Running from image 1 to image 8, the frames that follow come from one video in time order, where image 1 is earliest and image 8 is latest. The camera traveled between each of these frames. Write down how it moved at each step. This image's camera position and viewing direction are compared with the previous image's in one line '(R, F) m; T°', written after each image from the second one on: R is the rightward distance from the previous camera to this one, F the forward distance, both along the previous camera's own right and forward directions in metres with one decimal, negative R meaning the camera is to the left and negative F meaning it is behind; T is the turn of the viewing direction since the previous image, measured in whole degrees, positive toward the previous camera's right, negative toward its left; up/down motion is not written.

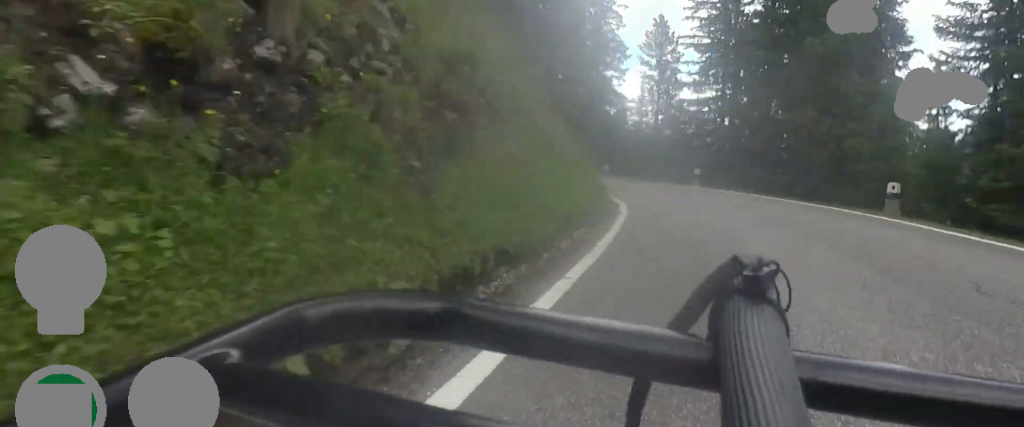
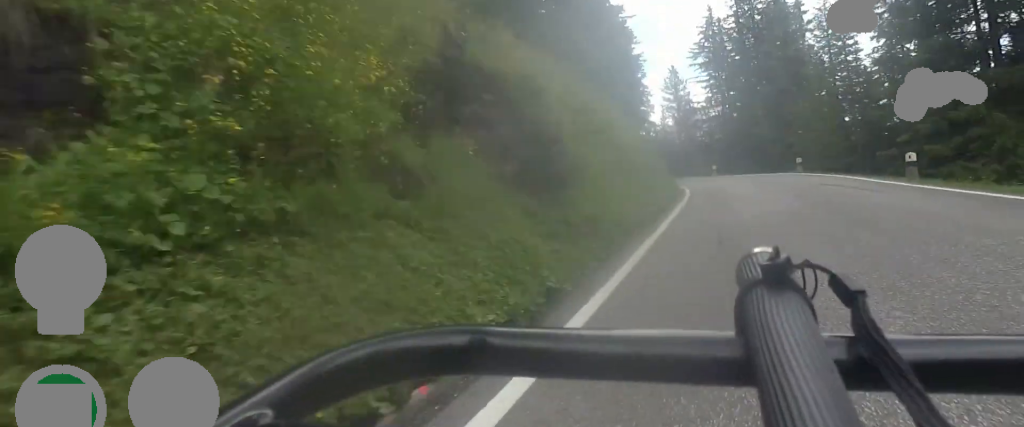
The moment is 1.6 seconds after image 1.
(+1.4, +20.6) m; +4°
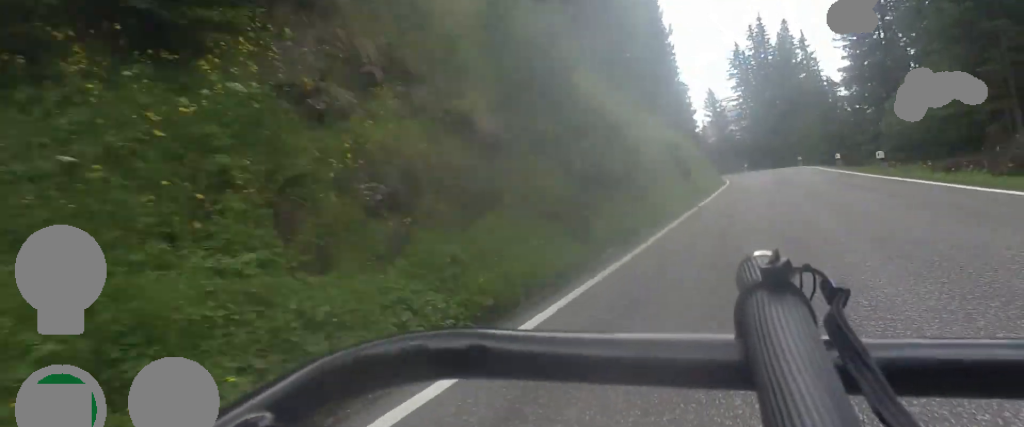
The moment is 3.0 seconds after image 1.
(+0.5, +20.6) m; -1°
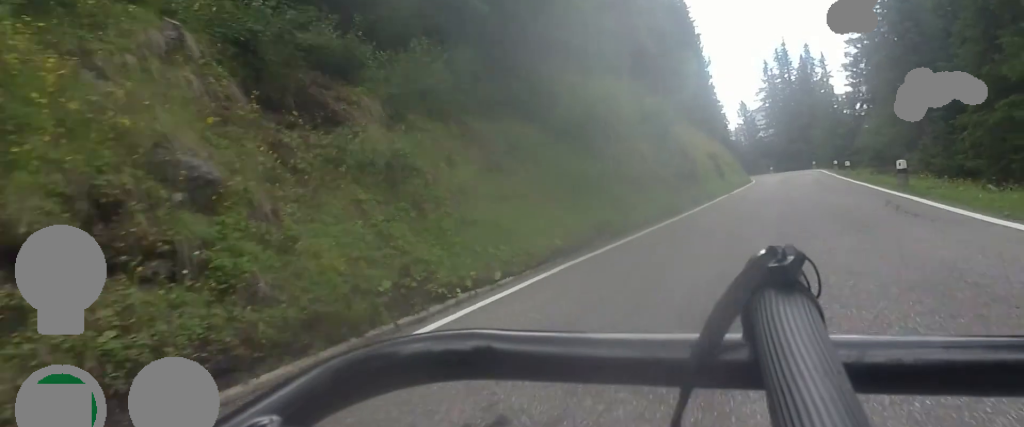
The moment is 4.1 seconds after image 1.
(-0.9, +15.7) m; -3°
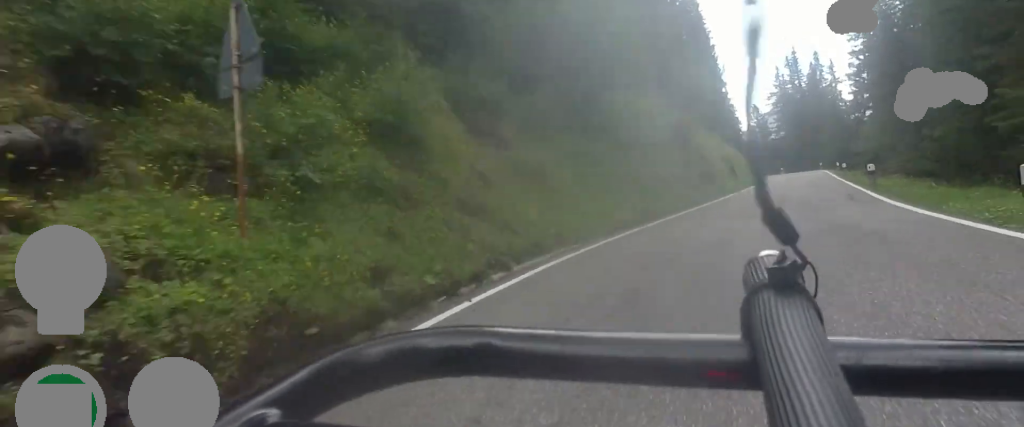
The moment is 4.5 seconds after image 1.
(0.0, +6.6) m; 0°
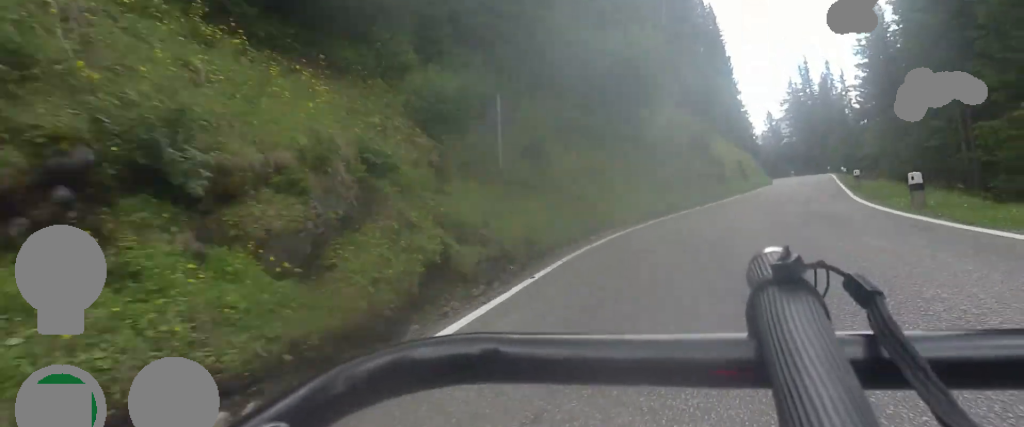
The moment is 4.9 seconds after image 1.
(0.0, +6.5) m; 0°
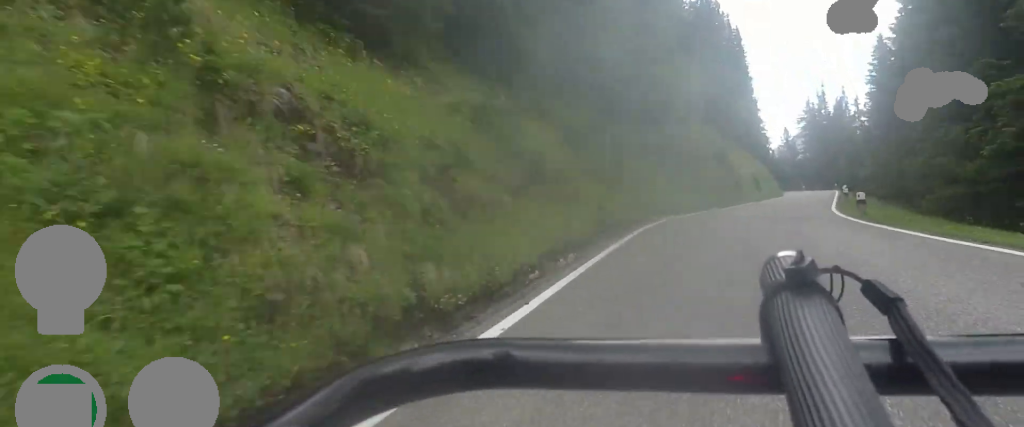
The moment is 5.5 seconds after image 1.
(0.0, +8.7) m; 0°
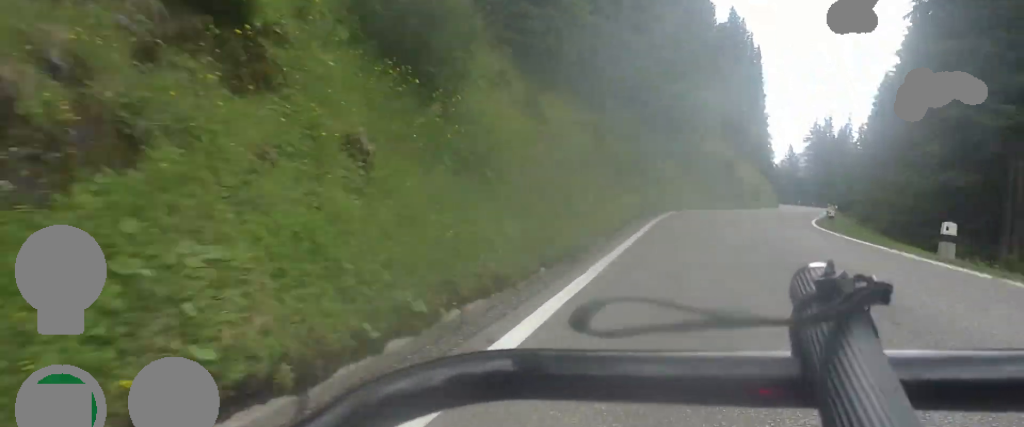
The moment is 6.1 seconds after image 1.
(0.0, +7.7) m; 0°
